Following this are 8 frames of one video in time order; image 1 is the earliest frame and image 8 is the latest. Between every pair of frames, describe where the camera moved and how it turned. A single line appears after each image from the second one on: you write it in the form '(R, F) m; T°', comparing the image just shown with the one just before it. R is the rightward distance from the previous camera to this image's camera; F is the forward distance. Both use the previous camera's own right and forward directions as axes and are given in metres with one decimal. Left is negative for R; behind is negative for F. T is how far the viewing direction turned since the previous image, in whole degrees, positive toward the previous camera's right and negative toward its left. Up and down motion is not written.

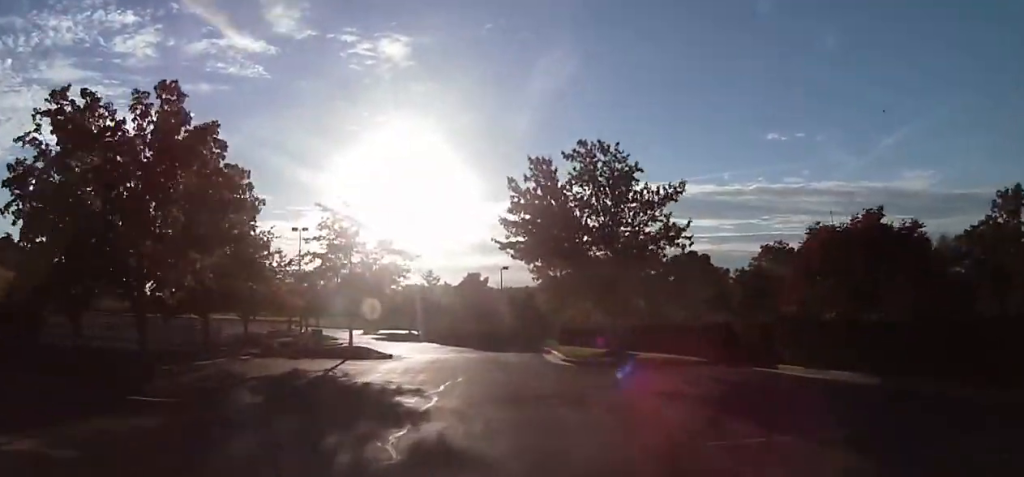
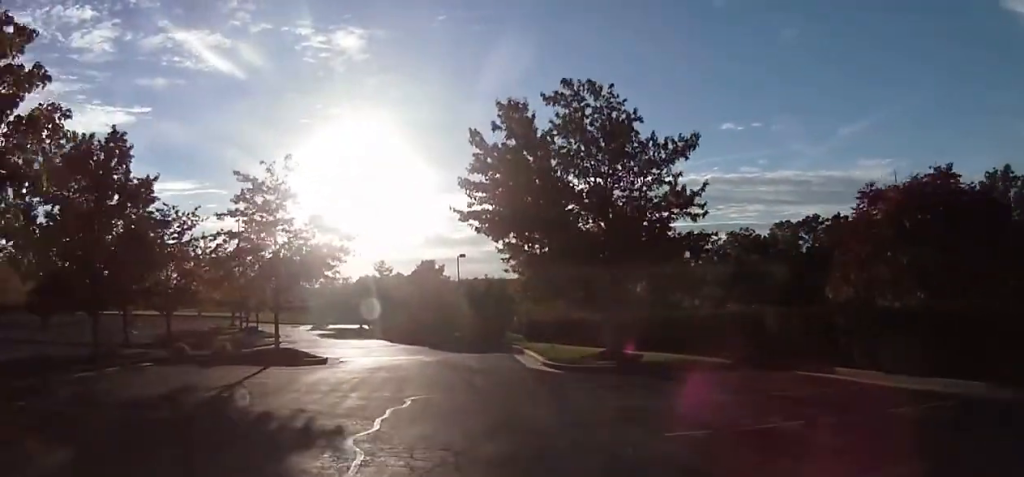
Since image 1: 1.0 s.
(0.0, +6.0) m; 0°
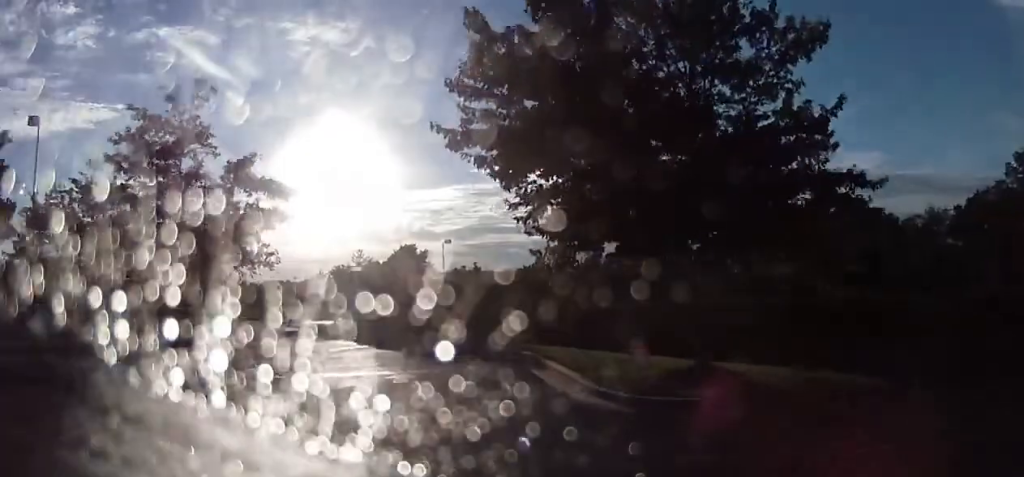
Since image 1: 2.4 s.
(0.0, +8.3) m; 0°
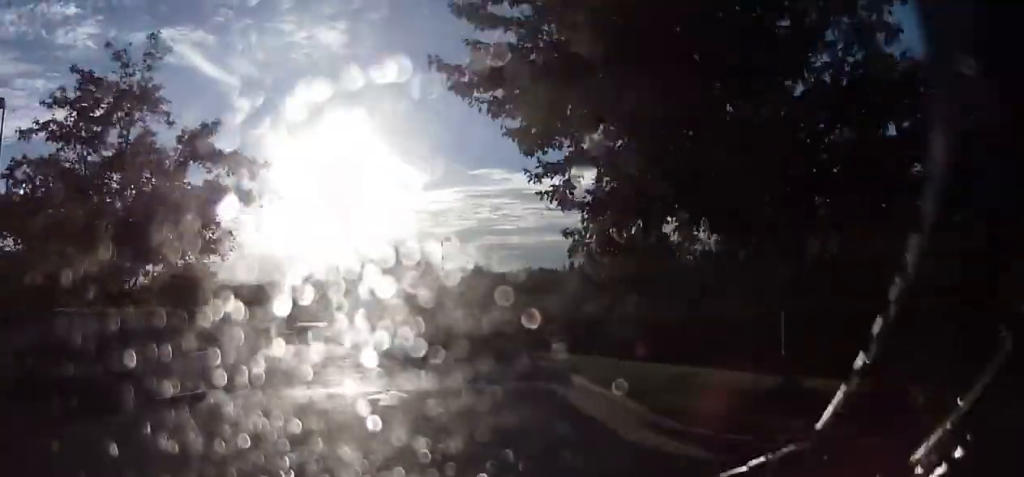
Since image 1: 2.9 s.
(0.0, +3.2) m; 0°
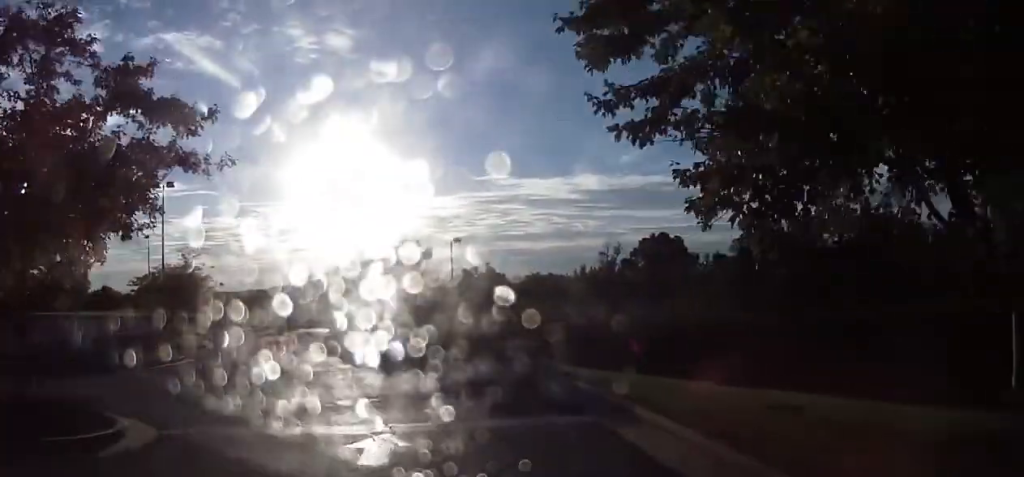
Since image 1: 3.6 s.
(0.0, +4.2) m; 0°
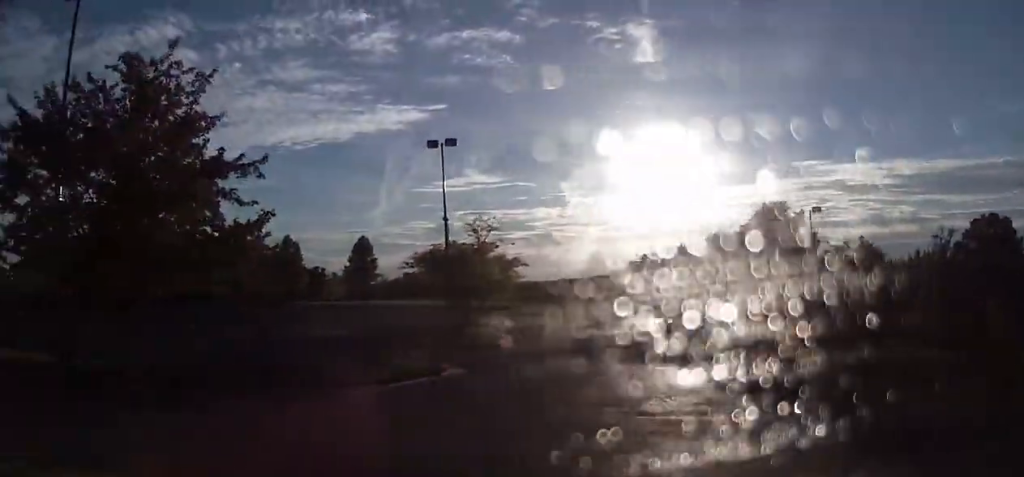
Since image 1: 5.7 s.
(-1.2, +11.1) m; -38°
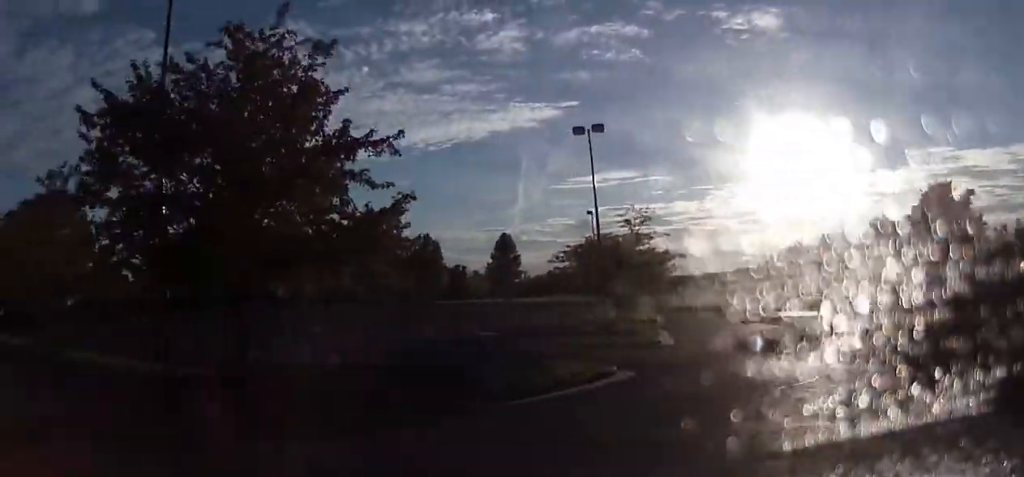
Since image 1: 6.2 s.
(-0.8, +1.8) m; -19°
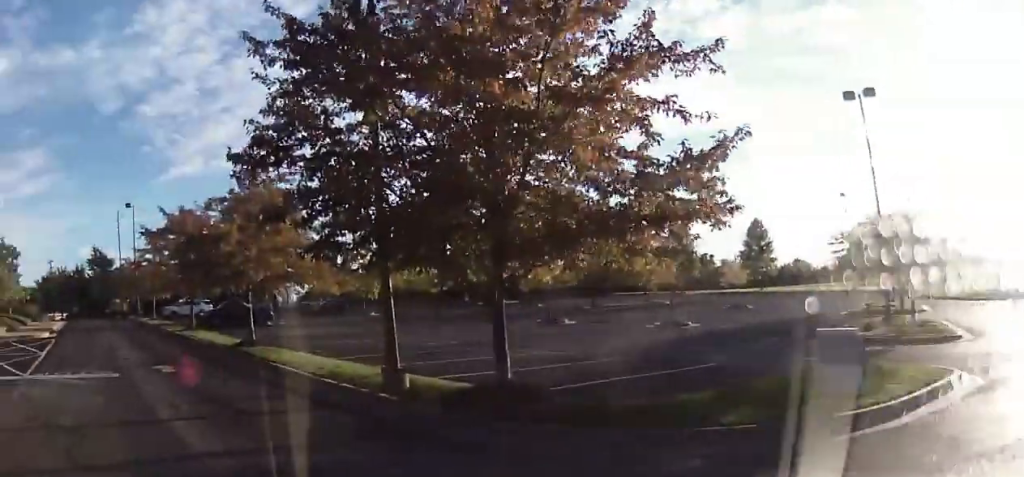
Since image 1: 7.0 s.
(-0.9, +3.5) m; -16°
